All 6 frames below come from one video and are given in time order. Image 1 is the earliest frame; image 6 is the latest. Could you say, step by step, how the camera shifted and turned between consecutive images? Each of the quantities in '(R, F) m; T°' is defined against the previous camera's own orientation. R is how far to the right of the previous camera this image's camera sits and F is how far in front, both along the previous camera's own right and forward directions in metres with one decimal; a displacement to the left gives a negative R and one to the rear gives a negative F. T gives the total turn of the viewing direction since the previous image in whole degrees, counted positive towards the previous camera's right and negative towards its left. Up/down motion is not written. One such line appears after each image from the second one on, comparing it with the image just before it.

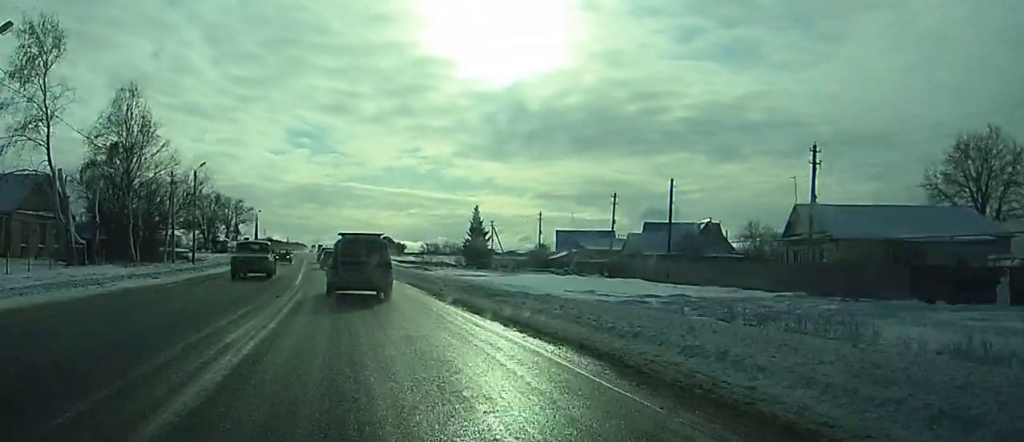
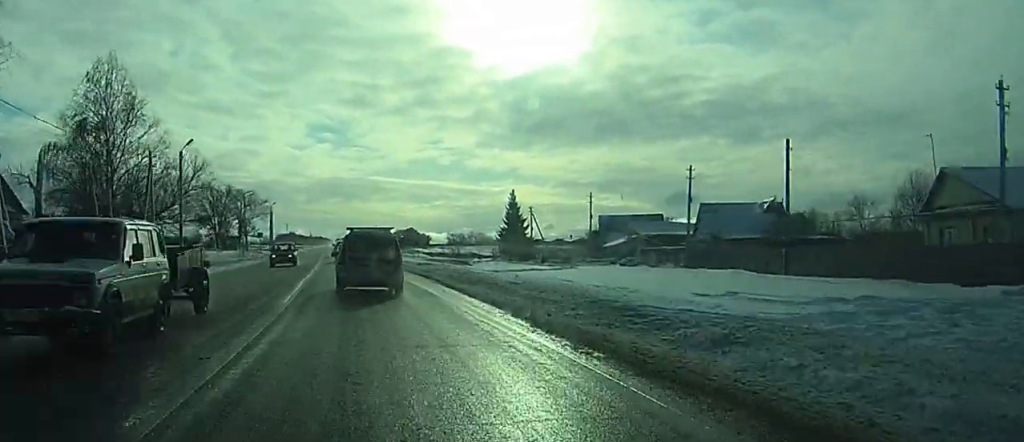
(-0.3, +14.3) m; -2°
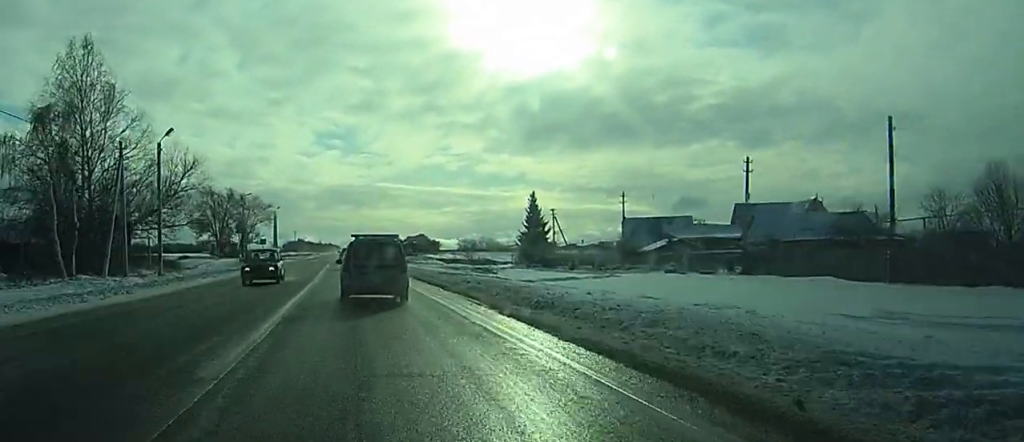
(-0.1, +9.0) m; -1°
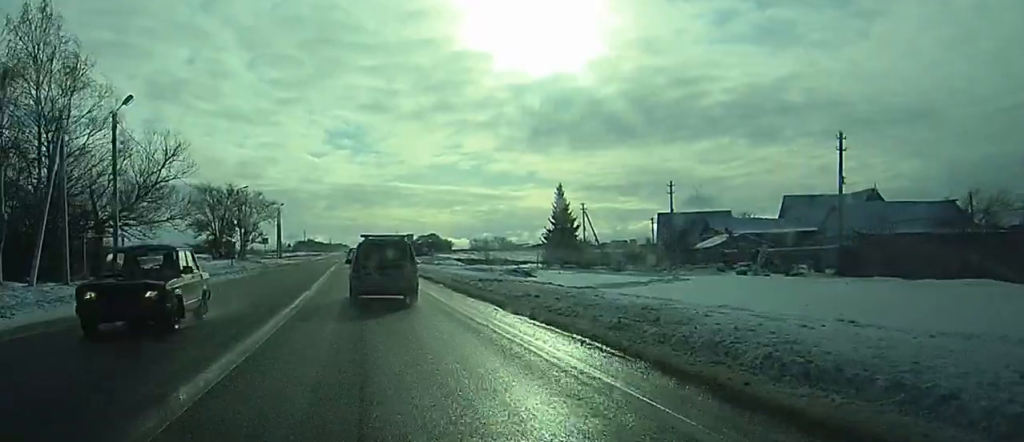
(0.0, +11.4) m; -1°
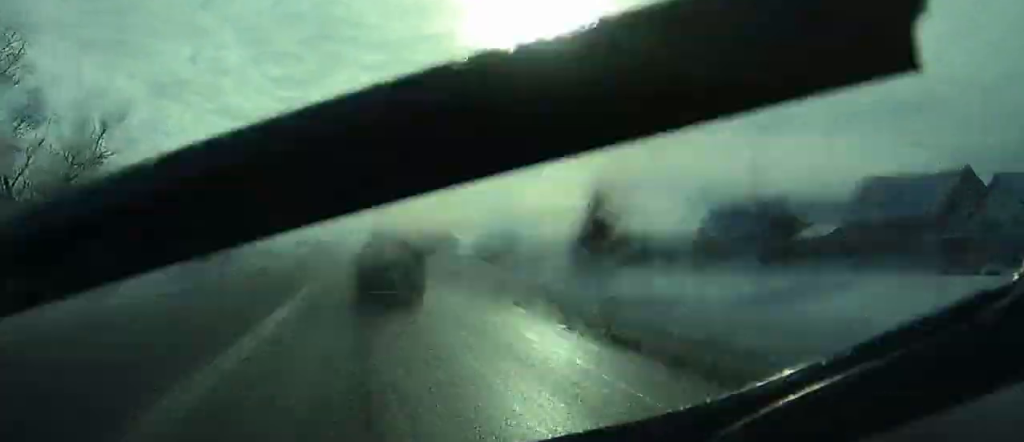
(-0.3, +17.4) m; -1°
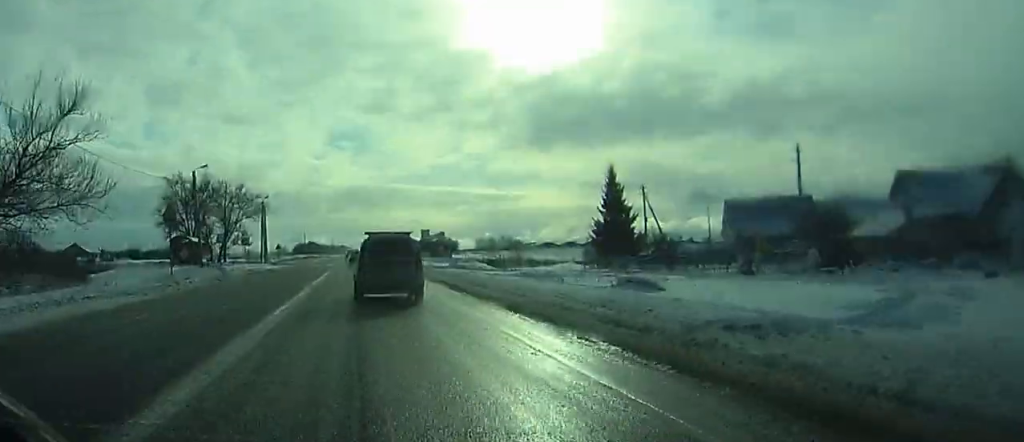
(0.0, +7.2) m; 0°
